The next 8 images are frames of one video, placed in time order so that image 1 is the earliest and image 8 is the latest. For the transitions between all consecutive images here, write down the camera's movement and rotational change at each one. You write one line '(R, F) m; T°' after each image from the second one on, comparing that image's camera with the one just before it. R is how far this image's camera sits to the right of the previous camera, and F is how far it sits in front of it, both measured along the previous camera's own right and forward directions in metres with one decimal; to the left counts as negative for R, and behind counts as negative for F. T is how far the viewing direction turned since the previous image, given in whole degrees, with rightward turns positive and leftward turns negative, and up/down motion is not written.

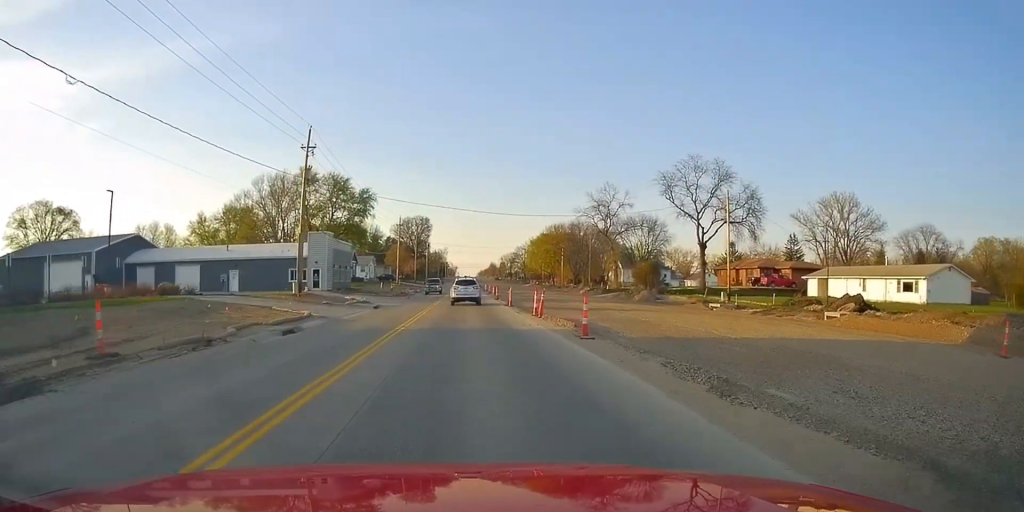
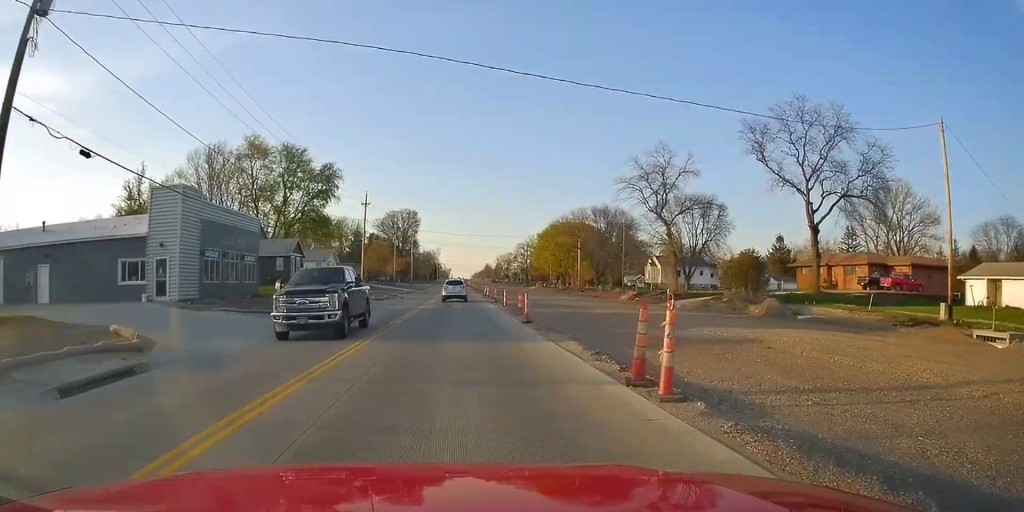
(+0.8, +30.4) m; +1°
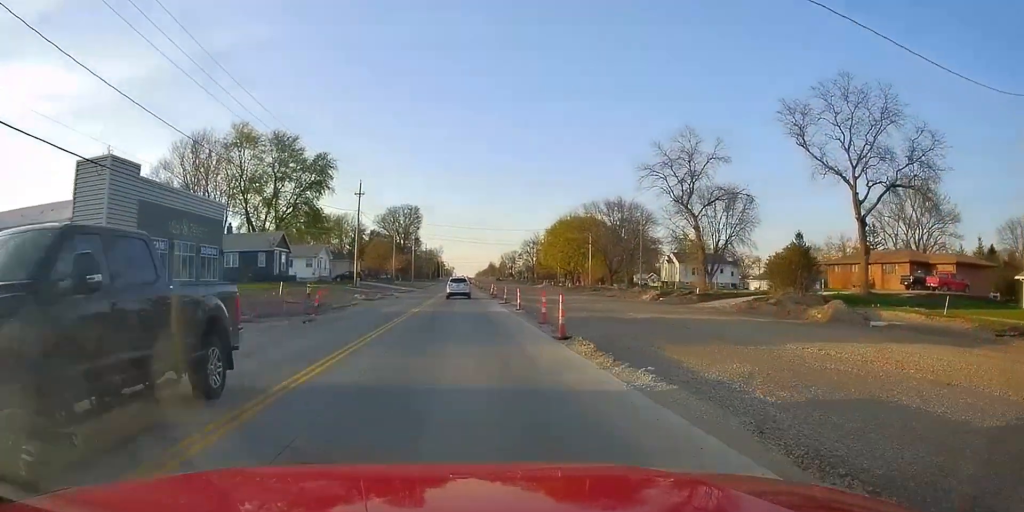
(-0.1, +7.1) m; -1°
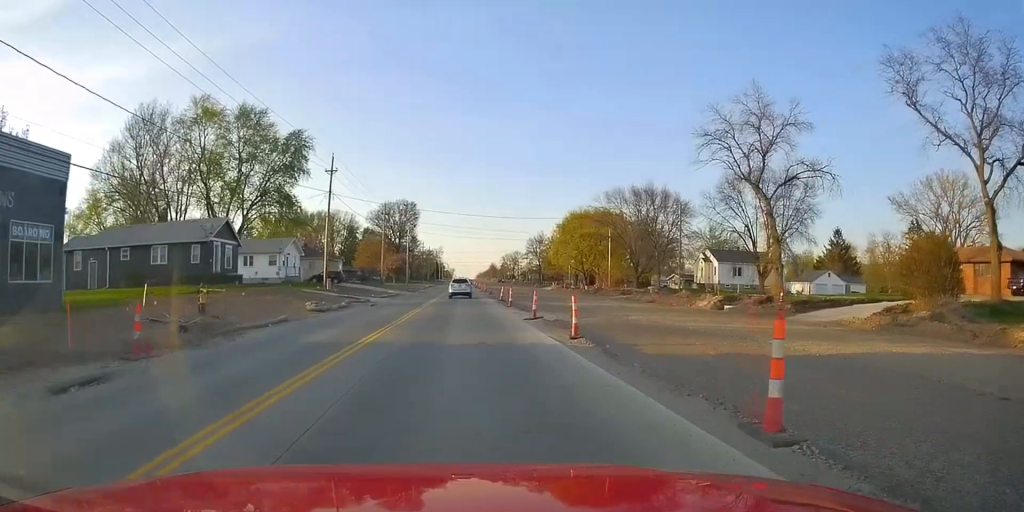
(-0.1, +15.3) m; 0°
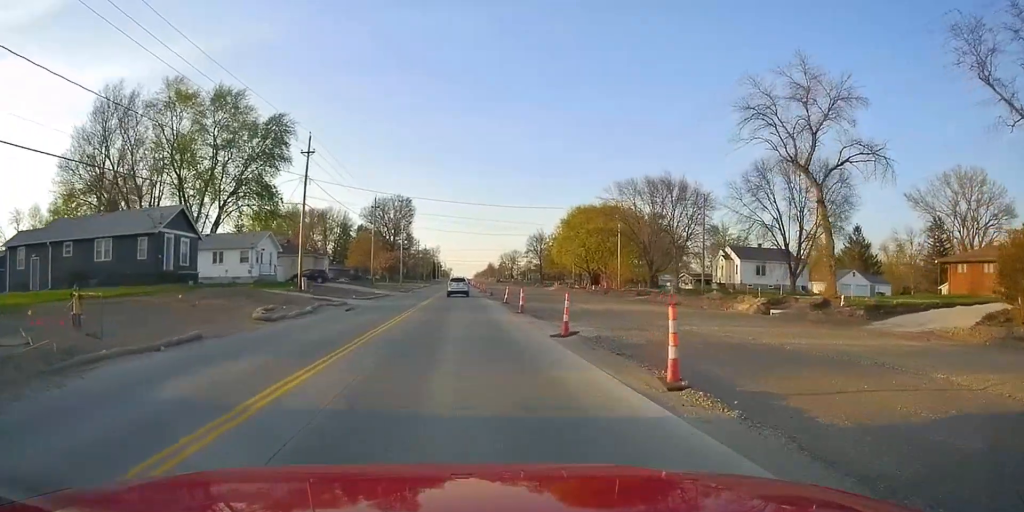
(0.0, +7.5) m; 0°
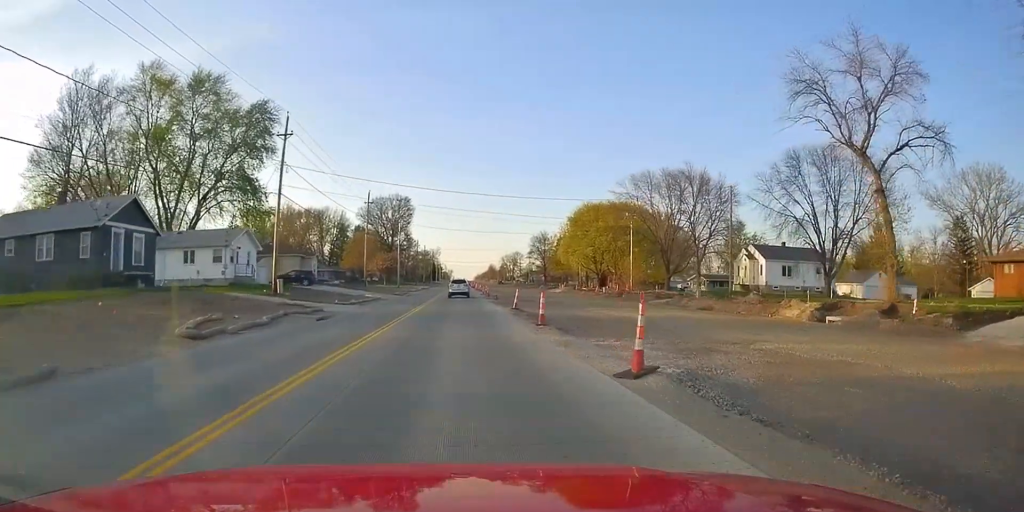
(0.0, +6.4) m; 0°
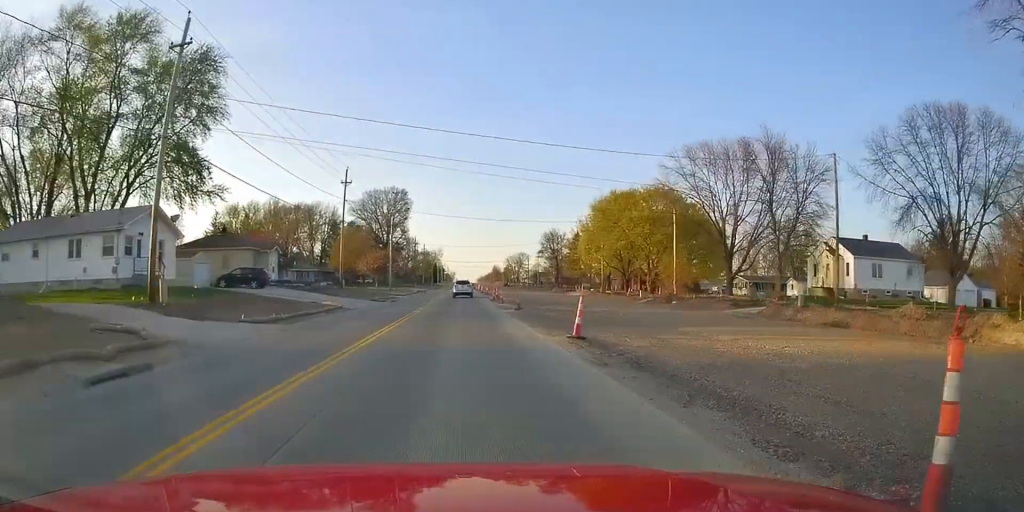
(0.0, +17.0) m; 0°
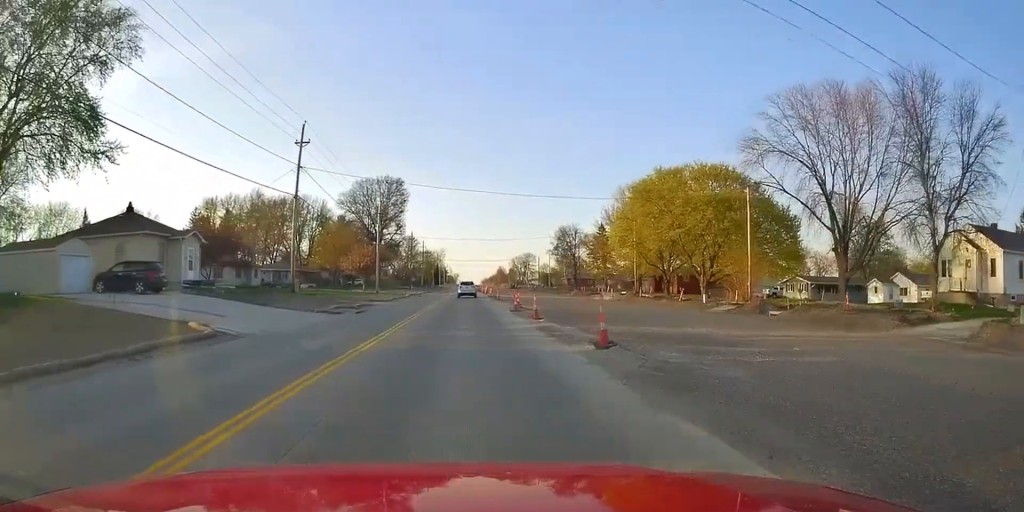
(0.0, +18.3) m; 0°
